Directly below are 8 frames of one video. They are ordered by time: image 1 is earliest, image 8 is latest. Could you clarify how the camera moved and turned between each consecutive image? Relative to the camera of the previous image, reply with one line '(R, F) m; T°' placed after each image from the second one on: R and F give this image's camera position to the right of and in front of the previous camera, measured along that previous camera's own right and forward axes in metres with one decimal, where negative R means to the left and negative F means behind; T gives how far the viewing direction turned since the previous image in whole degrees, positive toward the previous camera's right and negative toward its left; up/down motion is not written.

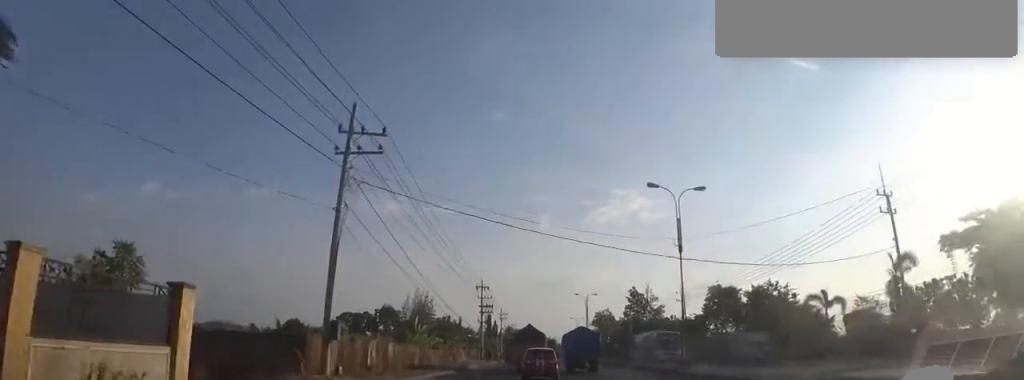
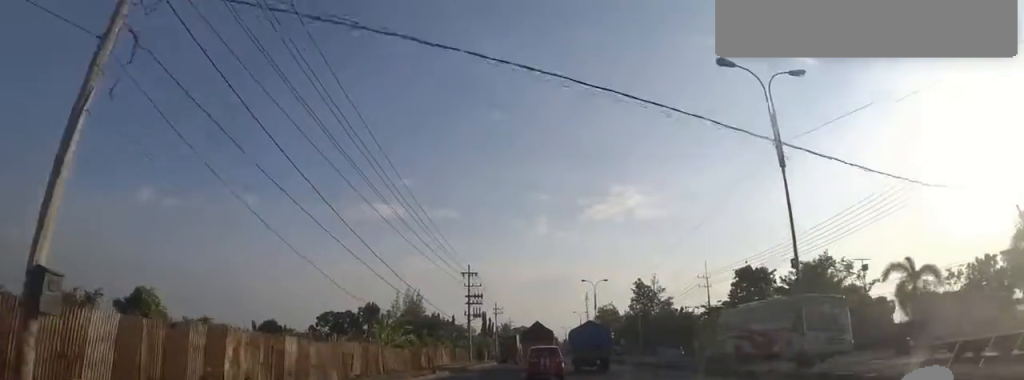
(0.0, +11.1) m; 0°
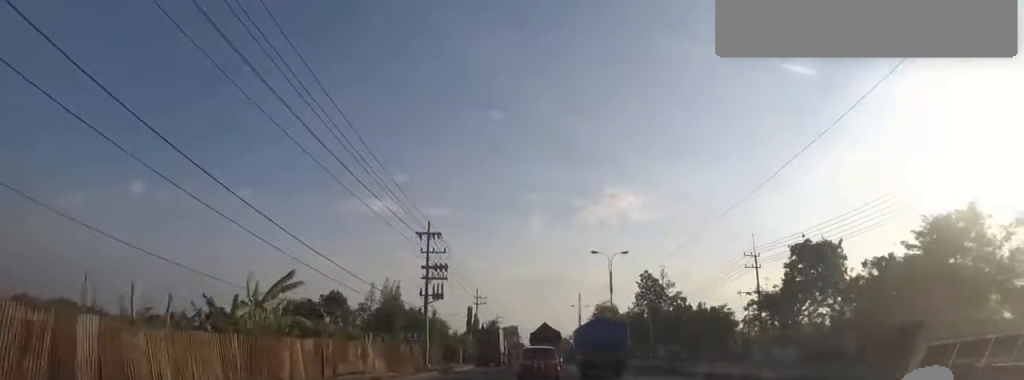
(0.0, +17.0) m; 0°
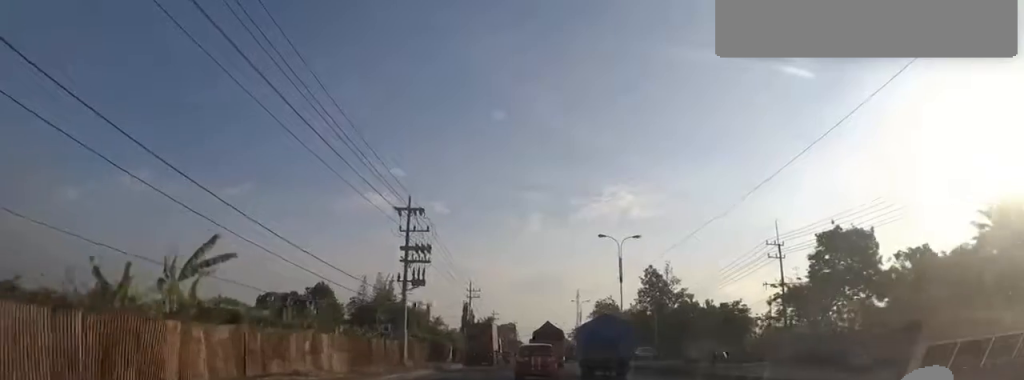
(0.0, +5.4) m; 0°
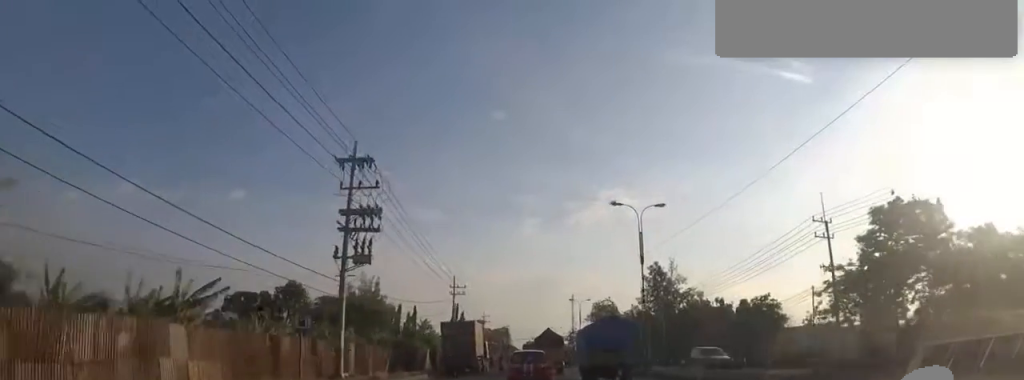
(0.0, +8.9) m; +1°
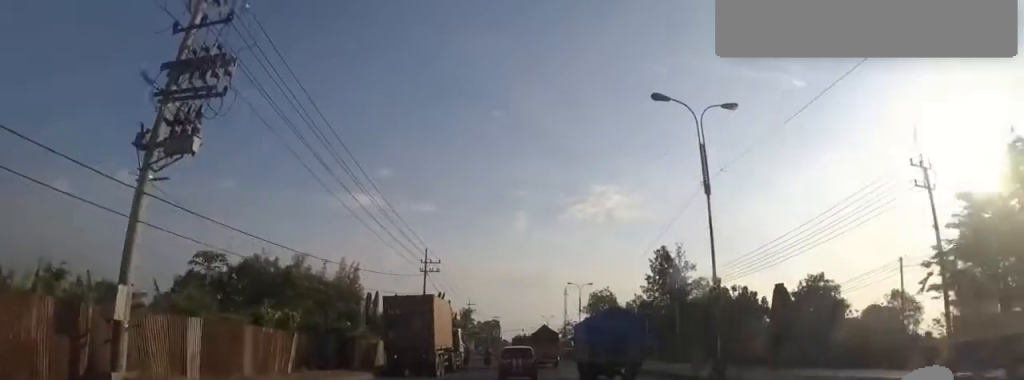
(+0.3, +11.7) m; +2°
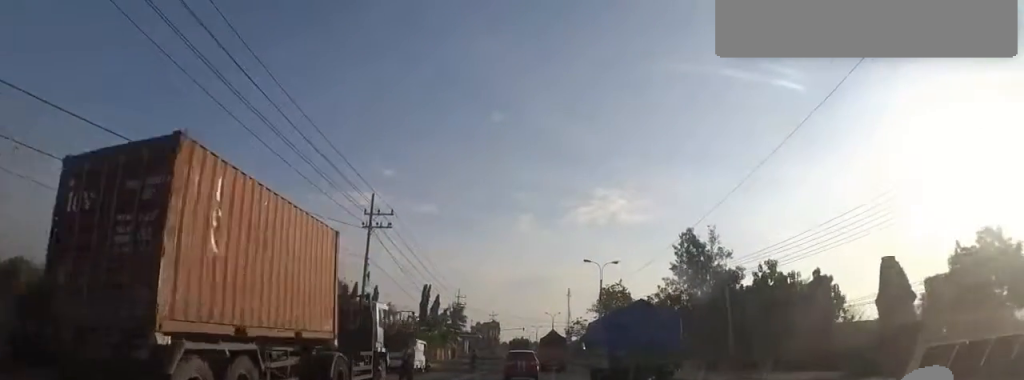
(+0.3, +17.1) m; -1°
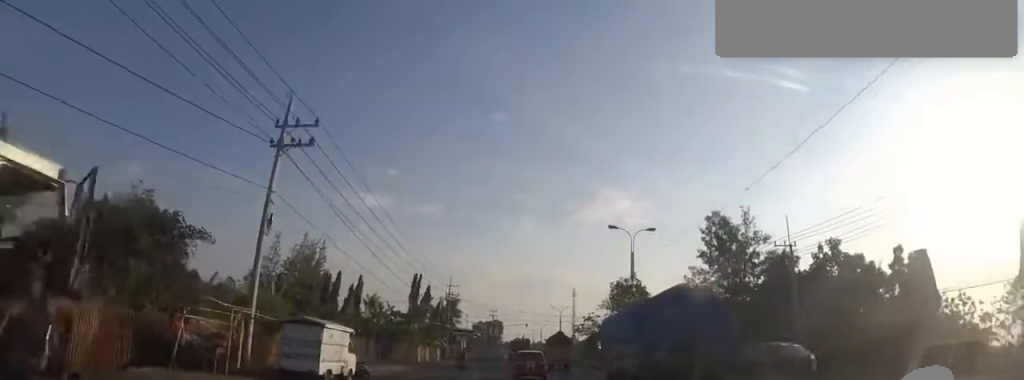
(-0.5, +12.3) m; -2°
